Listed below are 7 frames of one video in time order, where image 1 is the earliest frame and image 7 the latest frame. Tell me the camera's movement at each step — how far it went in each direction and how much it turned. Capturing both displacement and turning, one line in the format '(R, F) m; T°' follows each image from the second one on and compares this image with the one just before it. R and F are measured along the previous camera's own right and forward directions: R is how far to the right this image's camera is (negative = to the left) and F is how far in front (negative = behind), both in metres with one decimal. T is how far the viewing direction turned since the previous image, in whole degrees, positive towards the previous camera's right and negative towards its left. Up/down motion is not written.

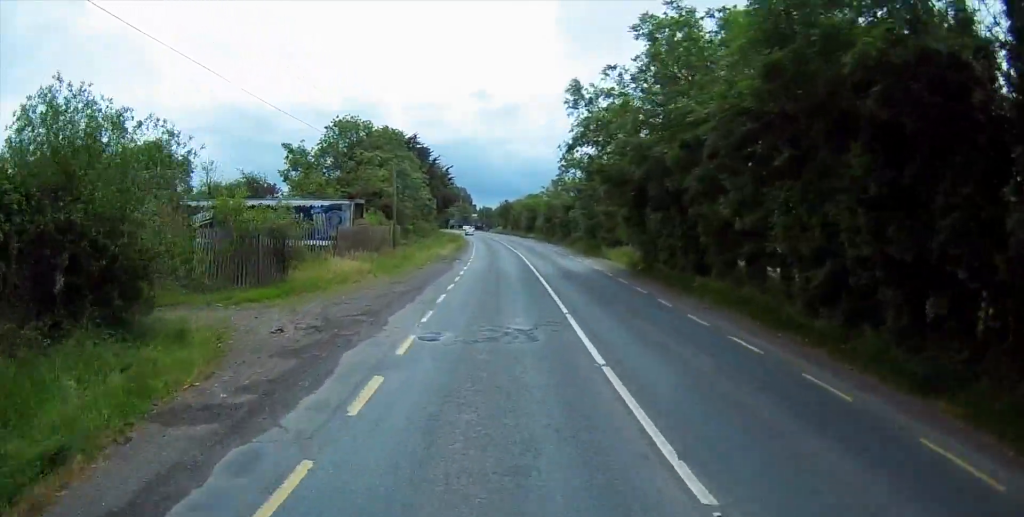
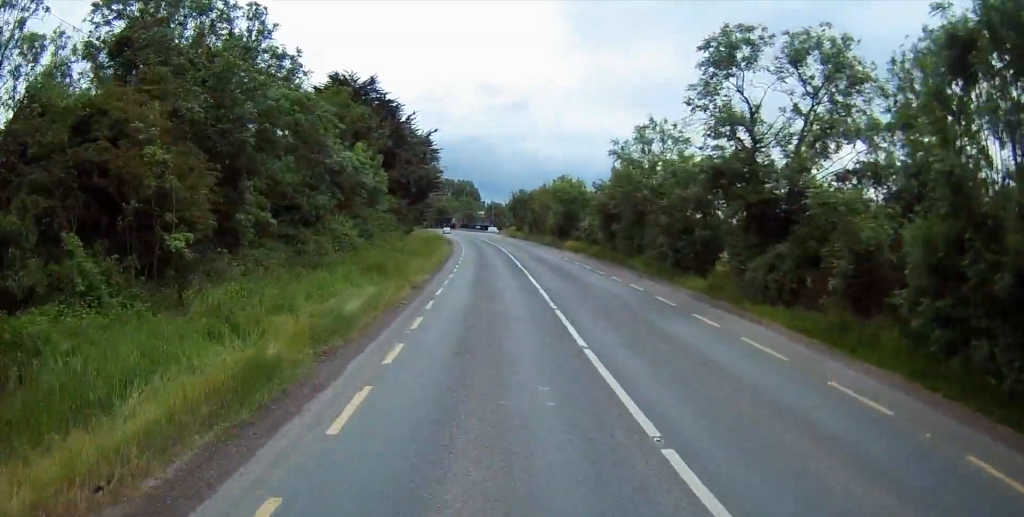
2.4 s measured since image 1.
(-0.3, +48.1) m; -1°
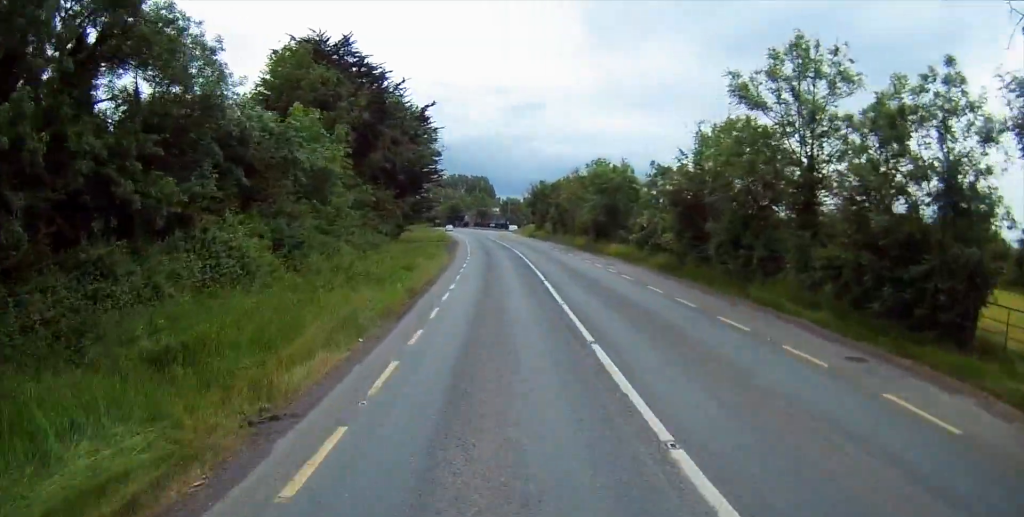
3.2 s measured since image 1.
(-0.1, +17.5) m; -1°
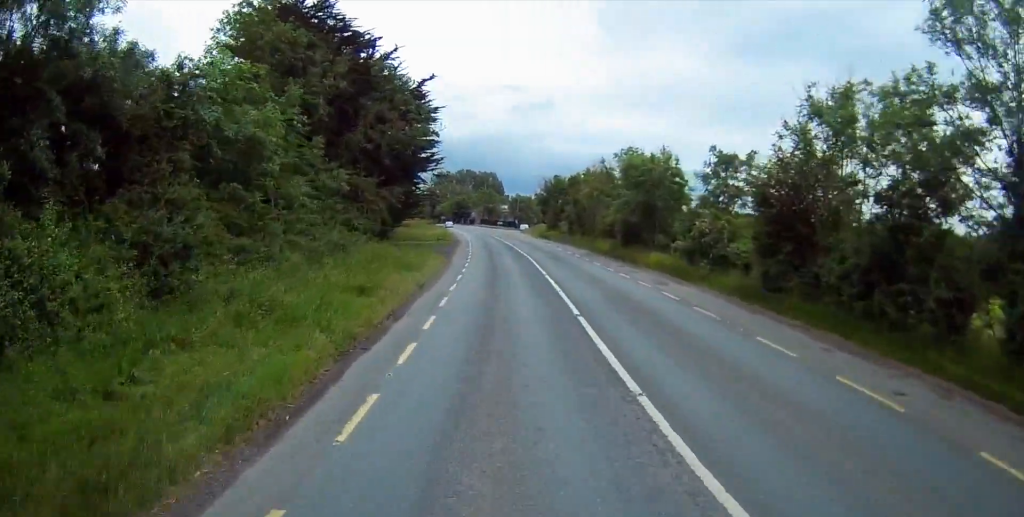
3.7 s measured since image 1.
(+0.1, +10.1) m; 0°
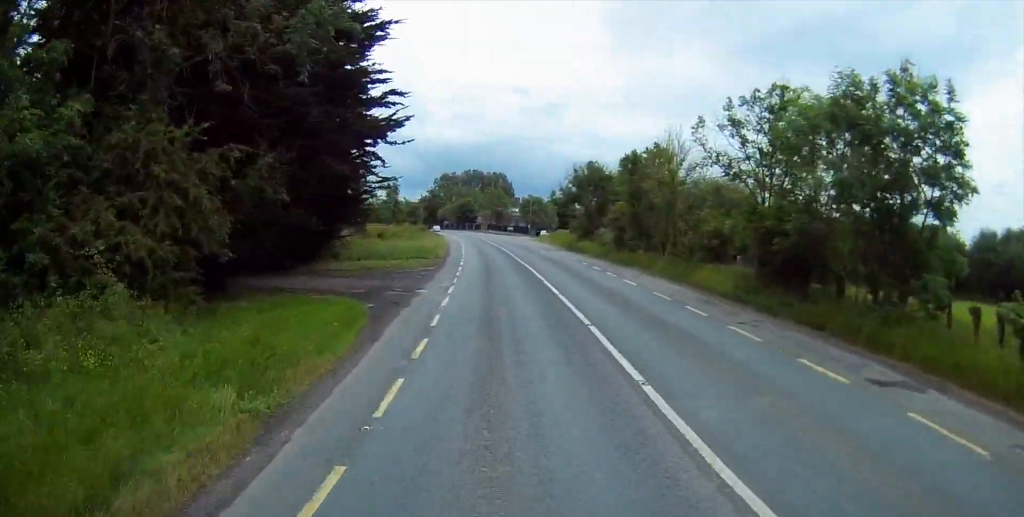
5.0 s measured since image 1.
(-0.4, +25.9) m; -1°
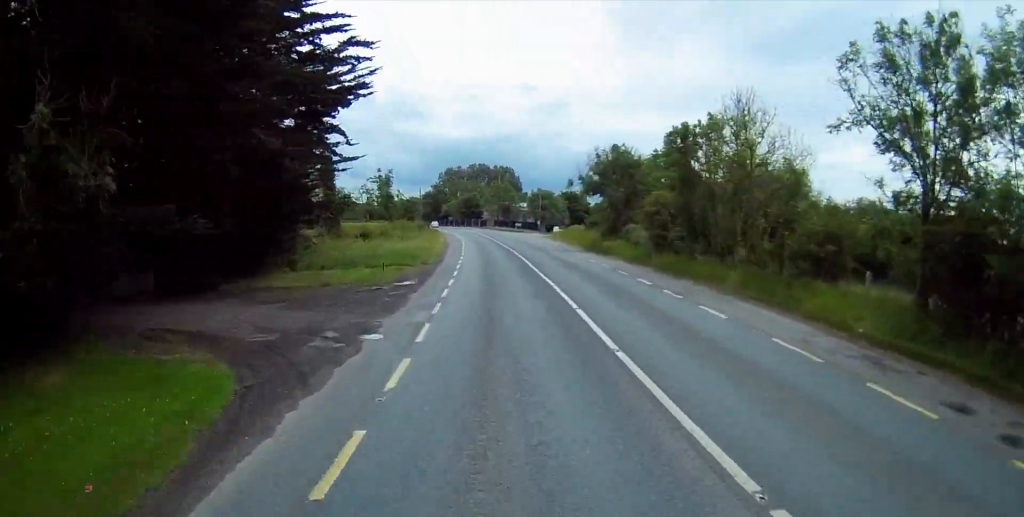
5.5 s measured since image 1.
(0.0, +10.4) m; 0°
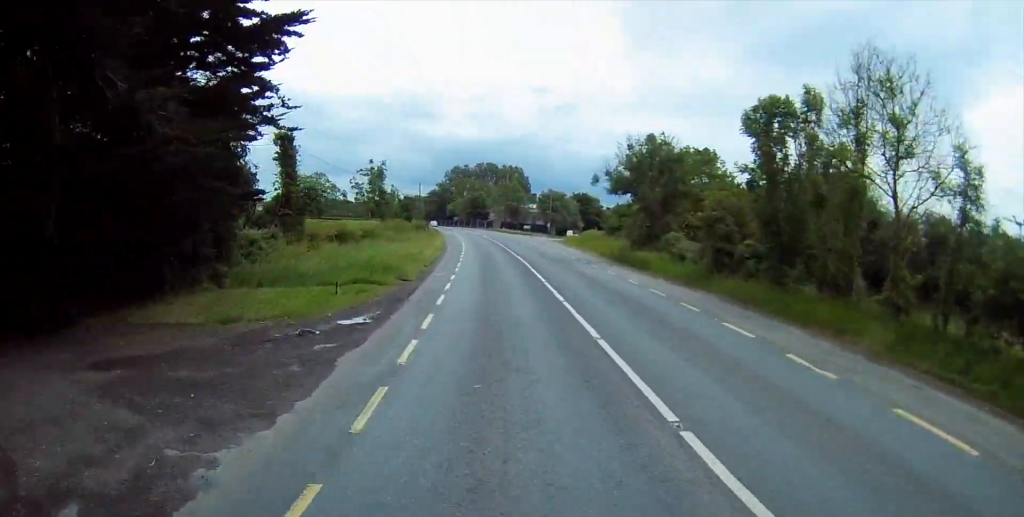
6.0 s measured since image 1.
(0.0, +9.7) m; -1°
